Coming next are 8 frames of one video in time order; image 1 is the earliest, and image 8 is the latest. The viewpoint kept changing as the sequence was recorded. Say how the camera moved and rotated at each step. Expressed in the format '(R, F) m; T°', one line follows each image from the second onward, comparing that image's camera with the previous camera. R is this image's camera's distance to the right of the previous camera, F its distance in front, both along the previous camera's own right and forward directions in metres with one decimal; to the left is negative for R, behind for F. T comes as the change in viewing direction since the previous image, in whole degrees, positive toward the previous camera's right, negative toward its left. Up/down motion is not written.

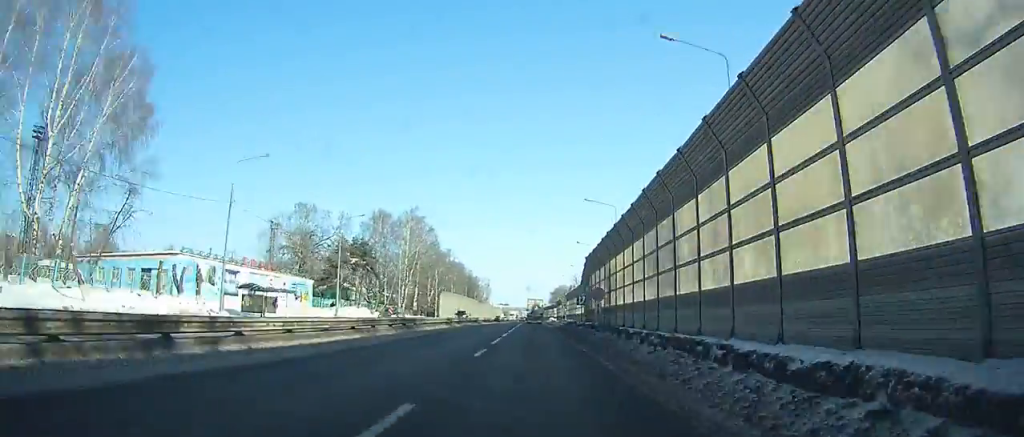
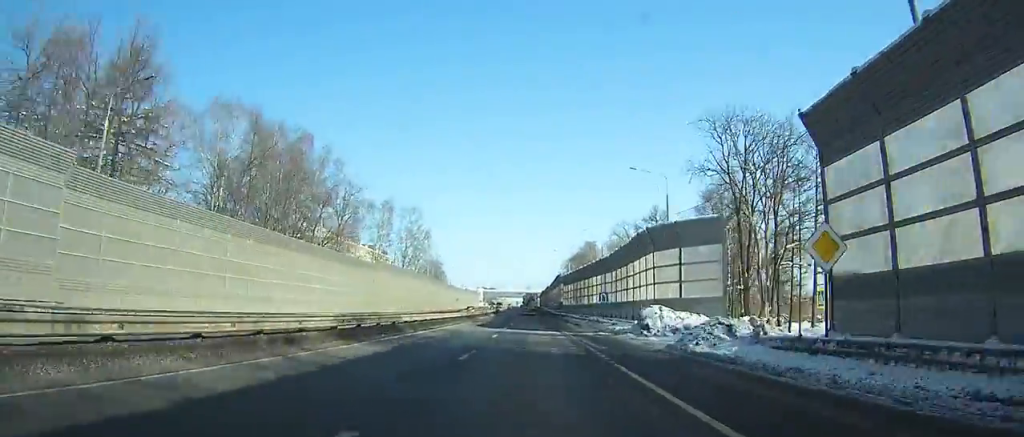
(+1.4, +176.4) m; 0°
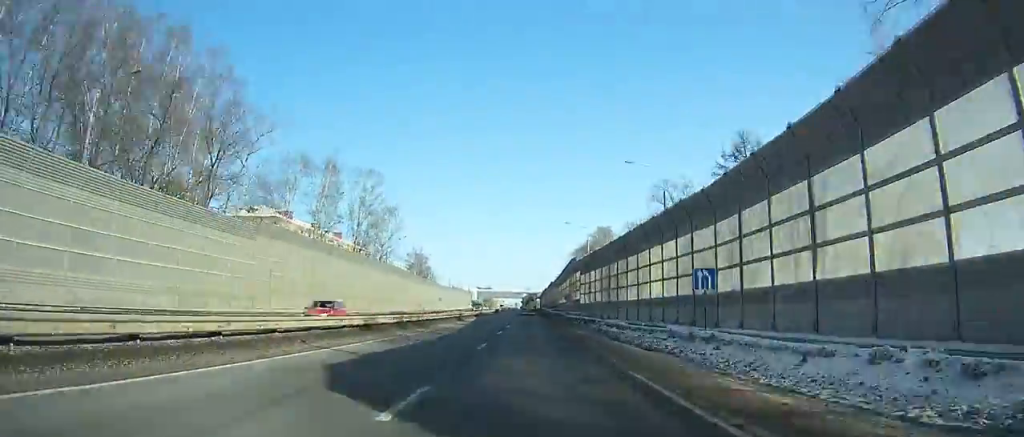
(+0.1, +33.5) m; 0°
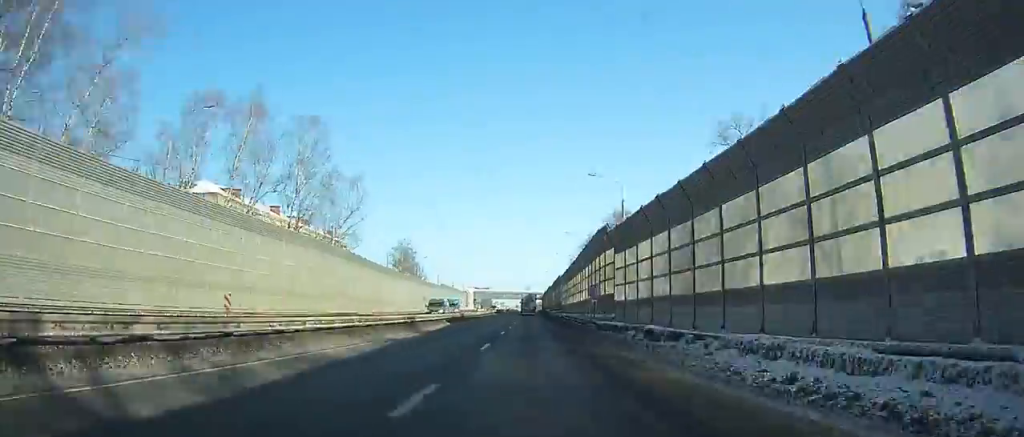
(+0.1, +23.7) m; 0°
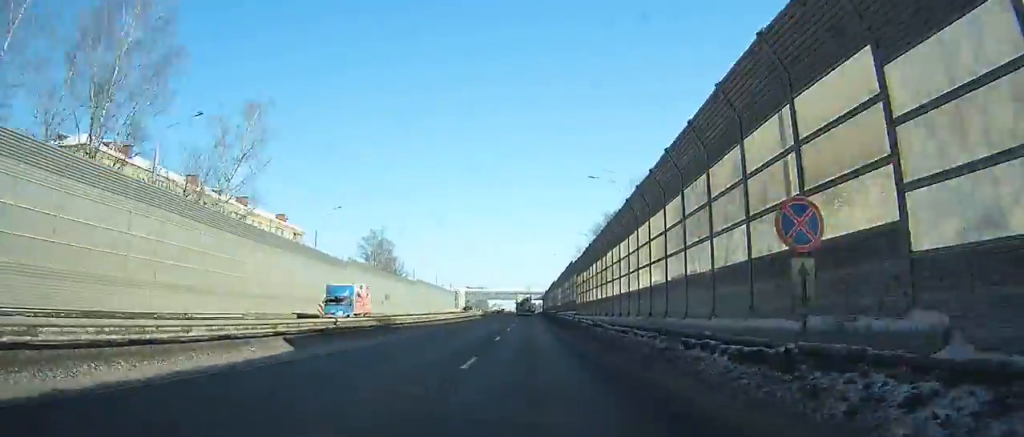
(-0.2, +30.0) m; 0°
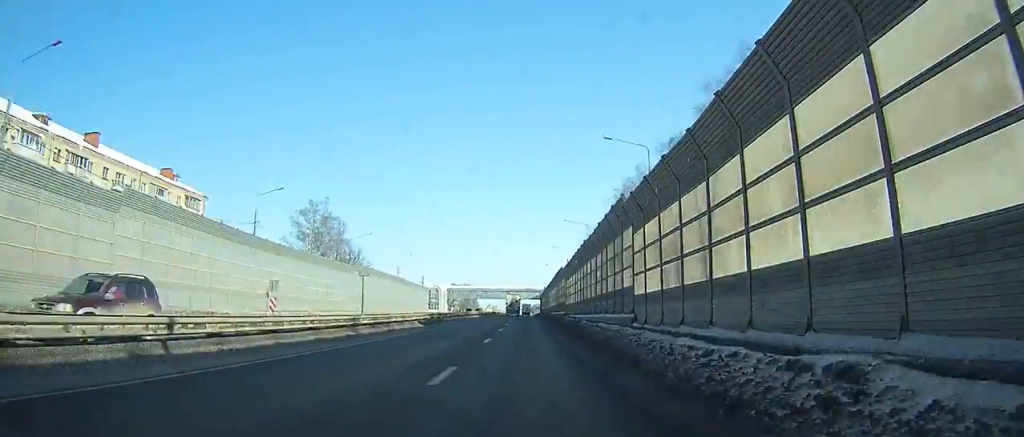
(-0.4, +38.1) m; 0°
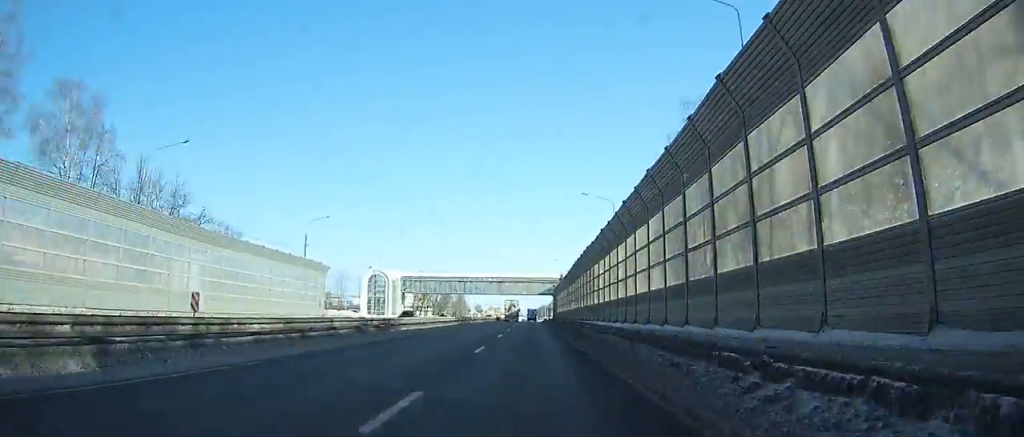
(+0.6, +76.2) m; 0°
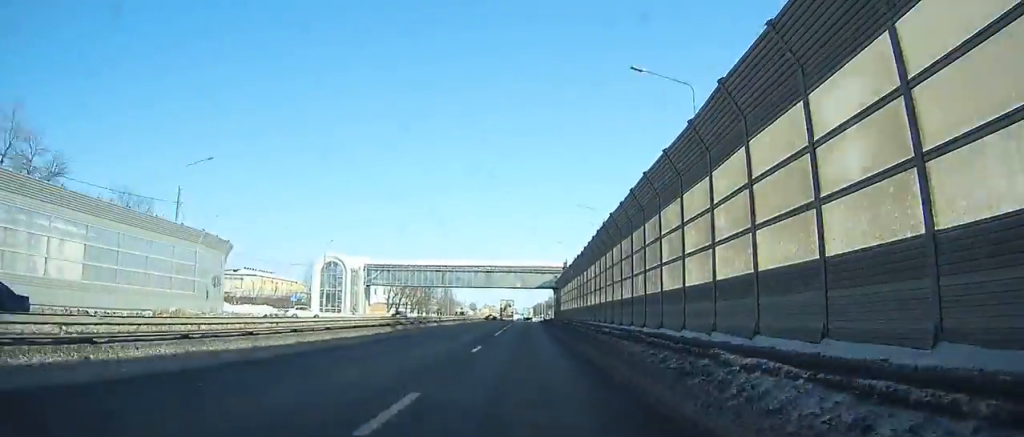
(-0.2, +24.0) m; 0°
